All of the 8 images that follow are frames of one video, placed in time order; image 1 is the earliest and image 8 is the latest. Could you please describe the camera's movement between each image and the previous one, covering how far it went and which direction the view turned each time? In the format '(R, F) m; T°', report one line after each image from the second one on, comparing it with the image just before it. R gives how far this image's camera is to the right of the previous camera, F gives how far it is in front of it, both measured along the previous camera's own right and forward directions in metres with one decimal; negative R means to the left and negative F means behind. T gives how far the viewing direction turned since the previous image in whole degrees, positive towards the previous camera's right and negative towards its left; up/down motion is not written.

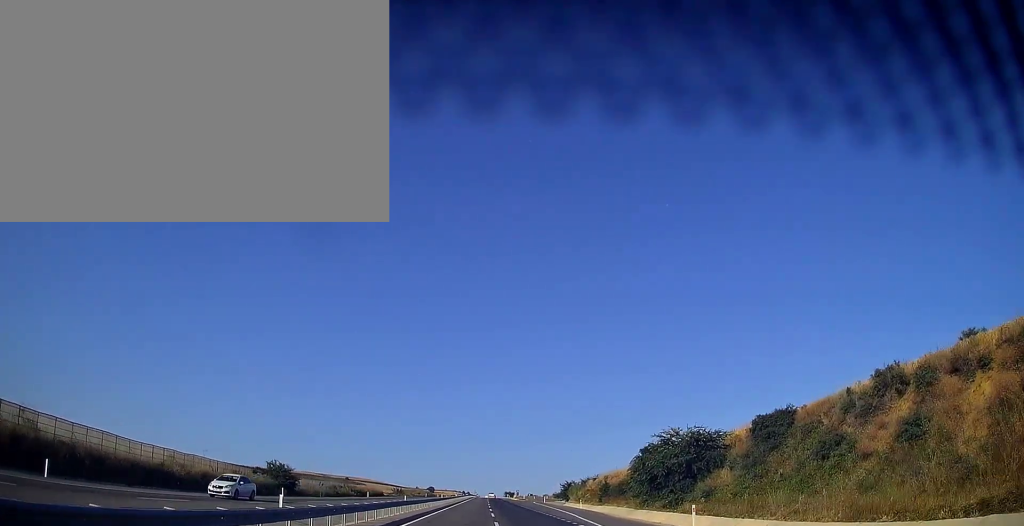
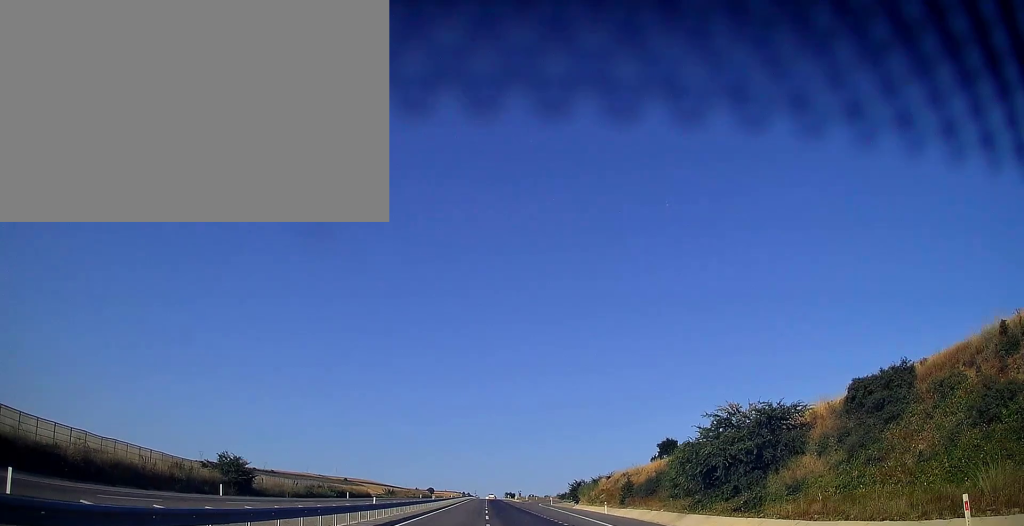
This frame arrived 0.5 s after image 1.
(0.0, +14.7) m; 0°
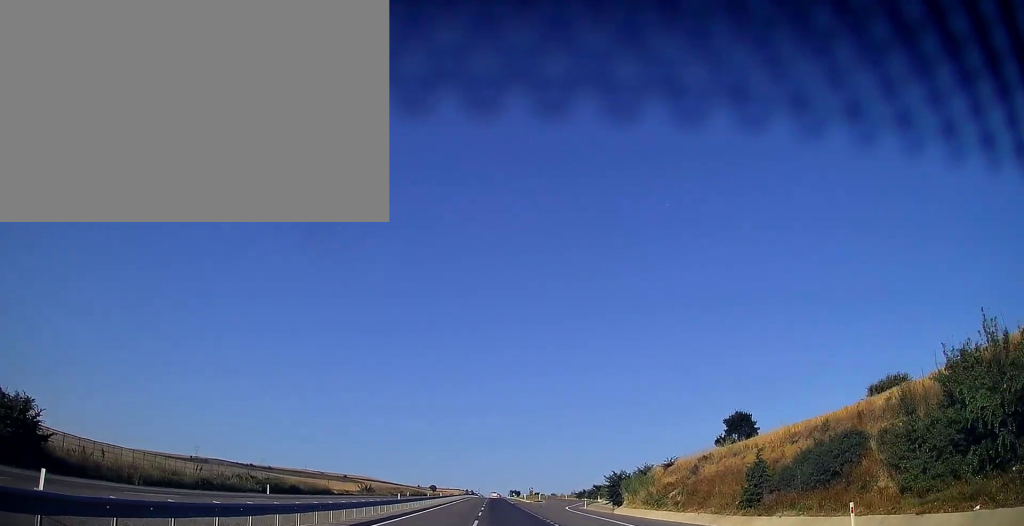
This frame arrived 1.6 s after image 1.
(-0.2, +31.3) m; 0°
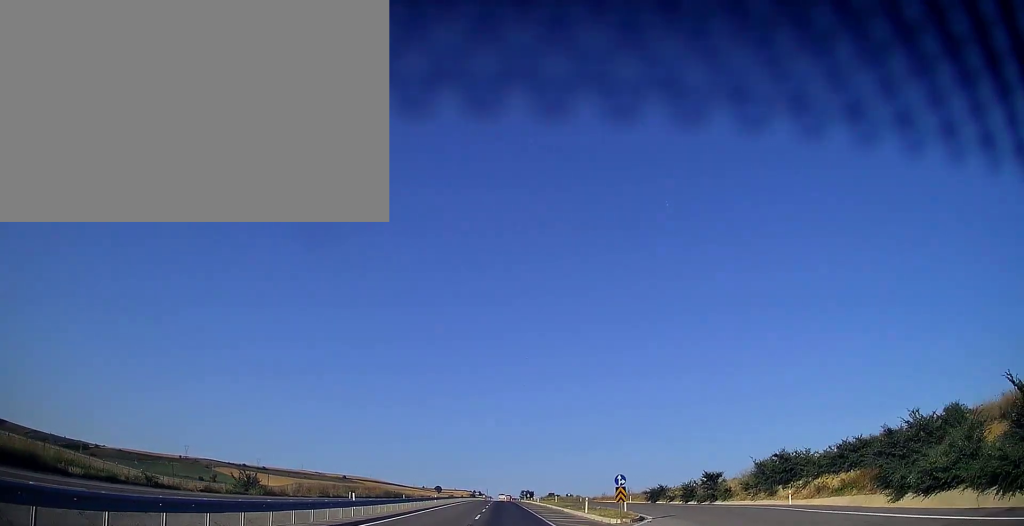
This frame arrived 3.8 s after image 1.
(-0.3, +66.5) m; 0°
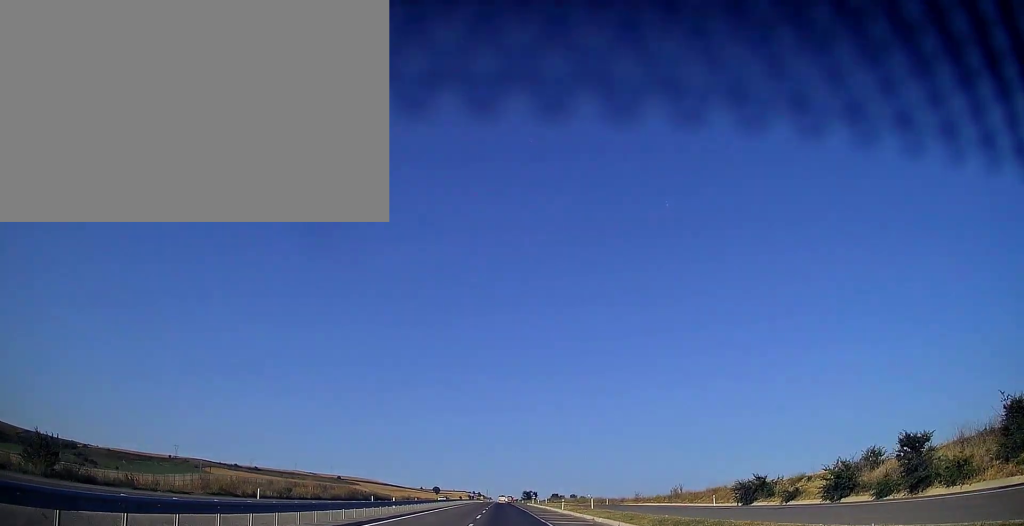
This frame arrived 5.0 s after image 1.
(0.0, +33.3) m; 0°
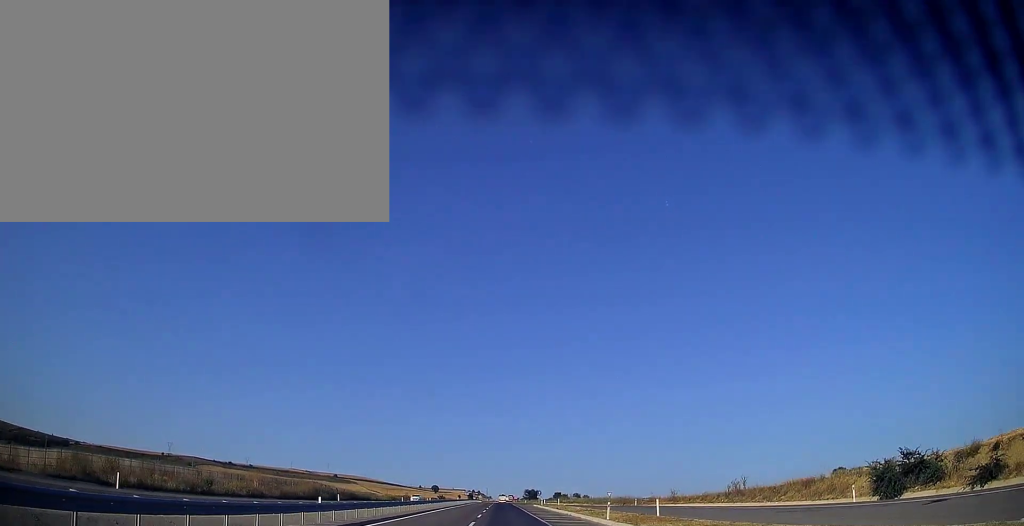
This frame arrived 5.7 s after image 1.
(0.0, +21.5) m; 0°
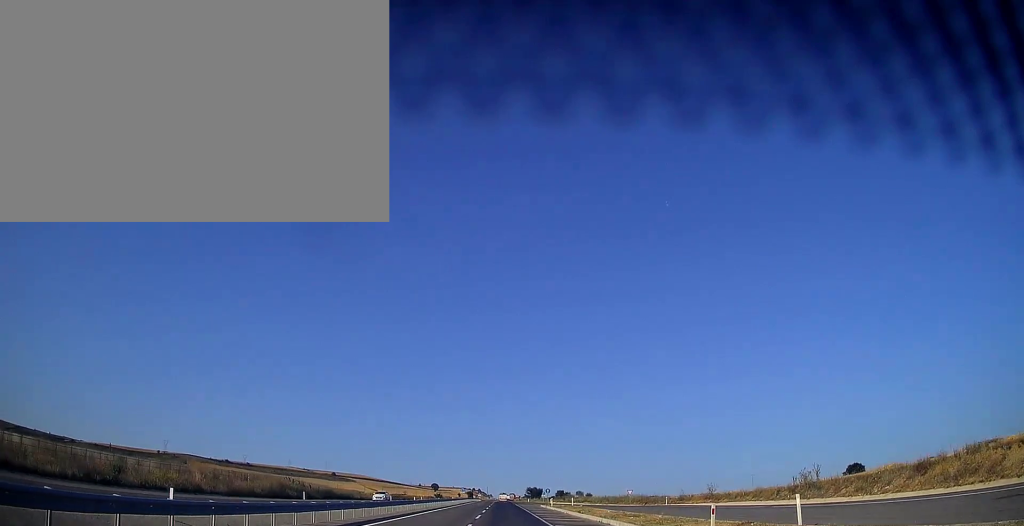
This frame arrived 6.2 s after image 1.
(0.0, +14.7) m; 0°
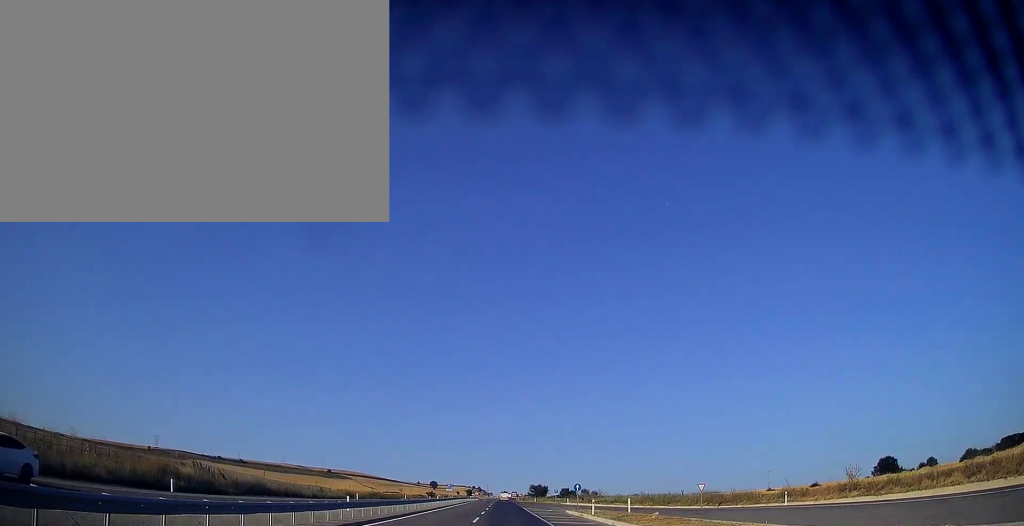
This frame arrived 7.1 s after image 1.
(0.0, +27.4) m; 0°
